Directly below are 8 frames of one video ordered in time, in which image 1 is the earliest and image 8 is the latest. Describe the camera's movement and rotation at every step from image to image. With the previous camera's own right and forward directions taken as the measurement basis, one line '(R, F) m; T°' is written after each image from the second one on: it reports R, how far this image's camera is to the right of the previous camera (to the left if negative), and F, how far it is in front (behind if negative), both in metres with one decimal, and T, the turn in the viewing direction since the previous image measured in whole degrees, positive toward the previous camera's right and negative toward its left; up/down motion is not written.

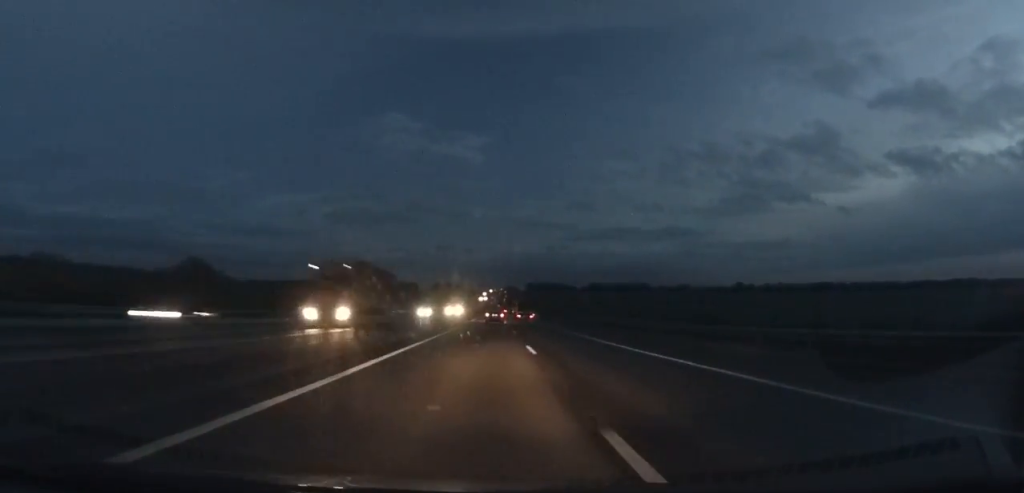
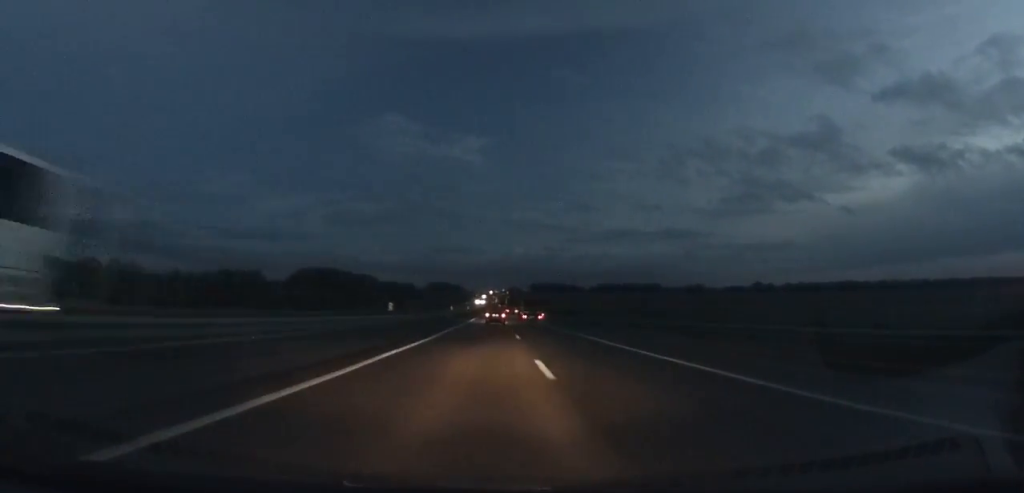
(+0.1, +71.0) m; 0°
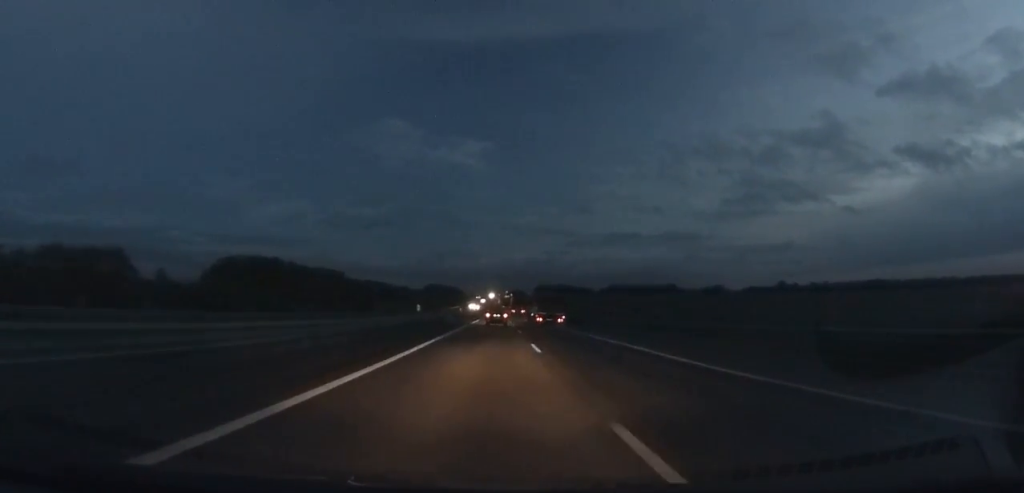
(0.0, +71.2) m; 0°
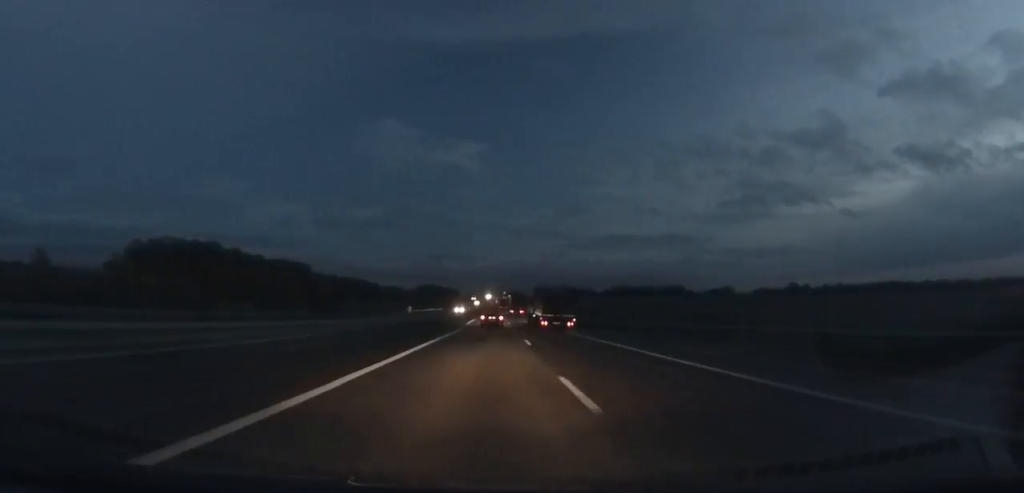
(+0.1, +43.8) m; 0°
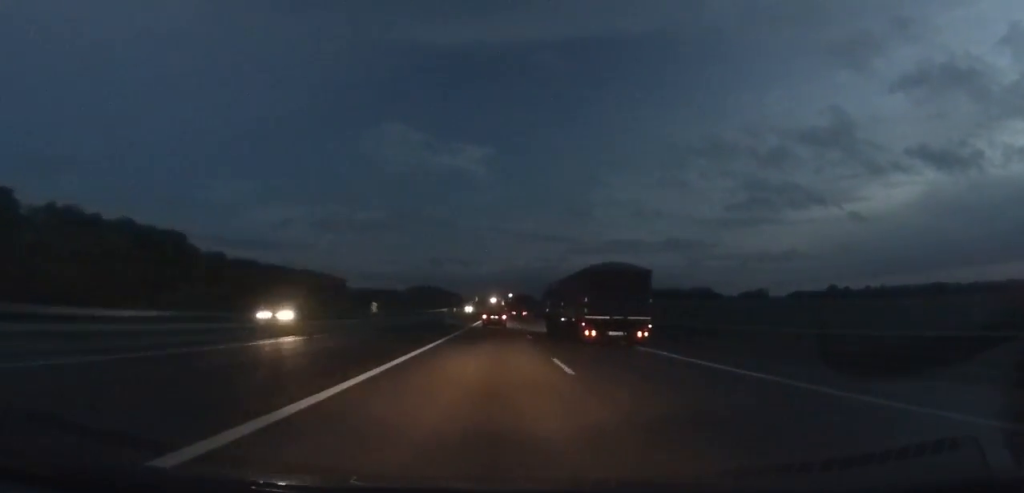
(0.0, +92.4) m; 0°
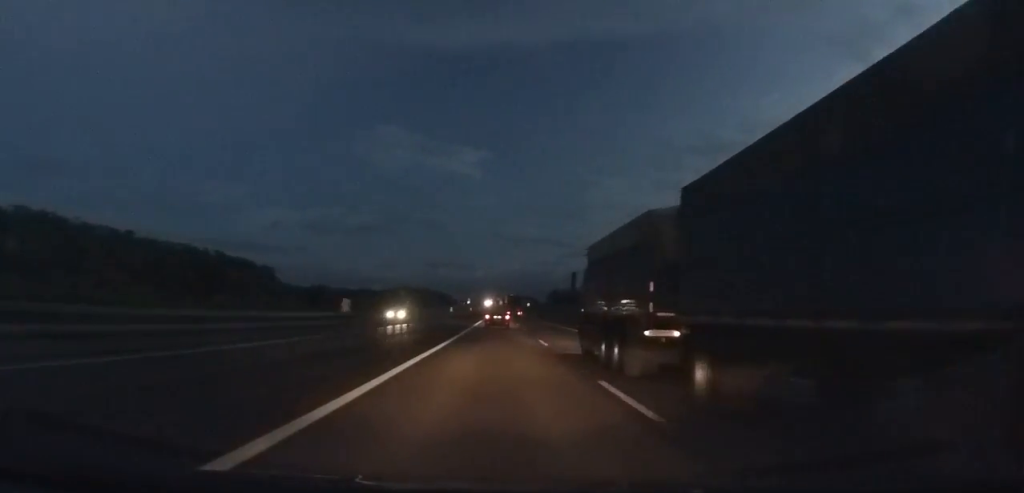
(-0.1, +85.5) m; 0°
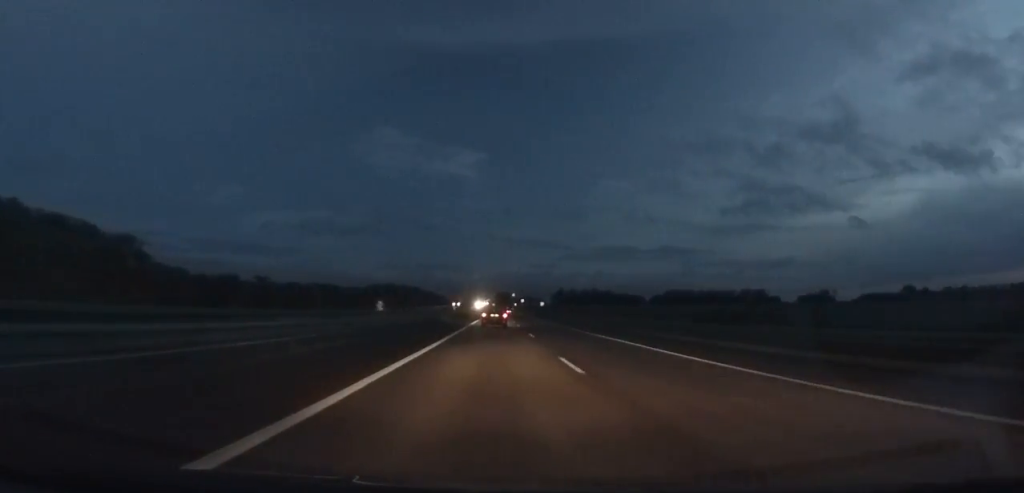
(-0.1, +72.9) m; 0°
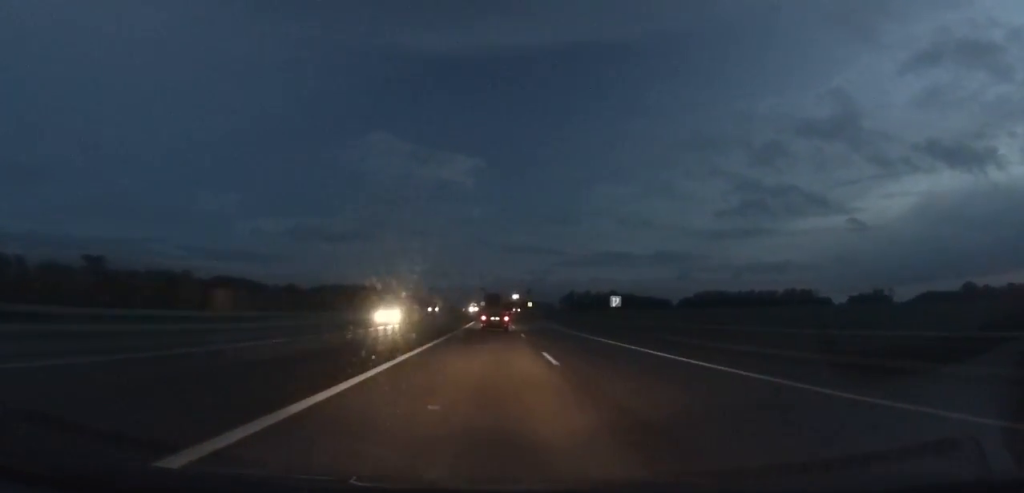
(+0.4, +94.5) m; +1°
